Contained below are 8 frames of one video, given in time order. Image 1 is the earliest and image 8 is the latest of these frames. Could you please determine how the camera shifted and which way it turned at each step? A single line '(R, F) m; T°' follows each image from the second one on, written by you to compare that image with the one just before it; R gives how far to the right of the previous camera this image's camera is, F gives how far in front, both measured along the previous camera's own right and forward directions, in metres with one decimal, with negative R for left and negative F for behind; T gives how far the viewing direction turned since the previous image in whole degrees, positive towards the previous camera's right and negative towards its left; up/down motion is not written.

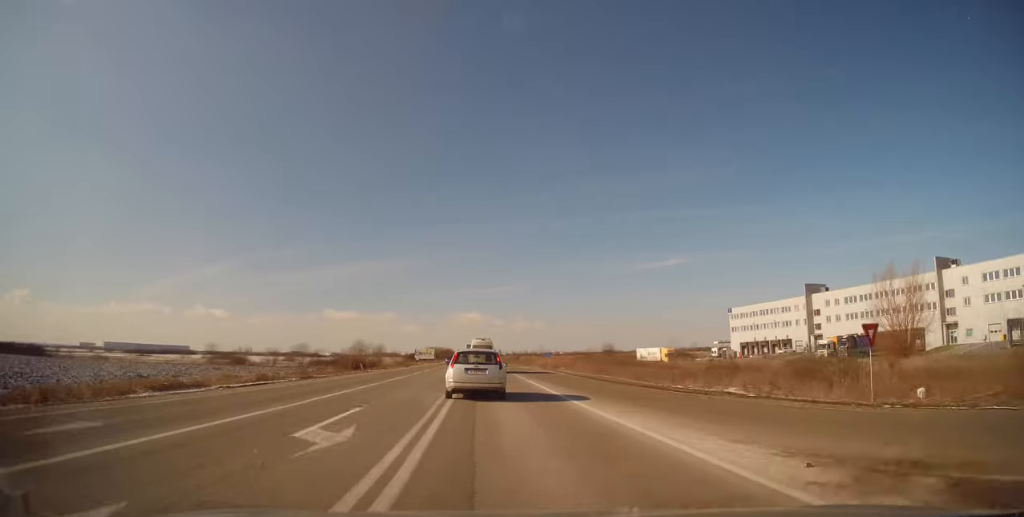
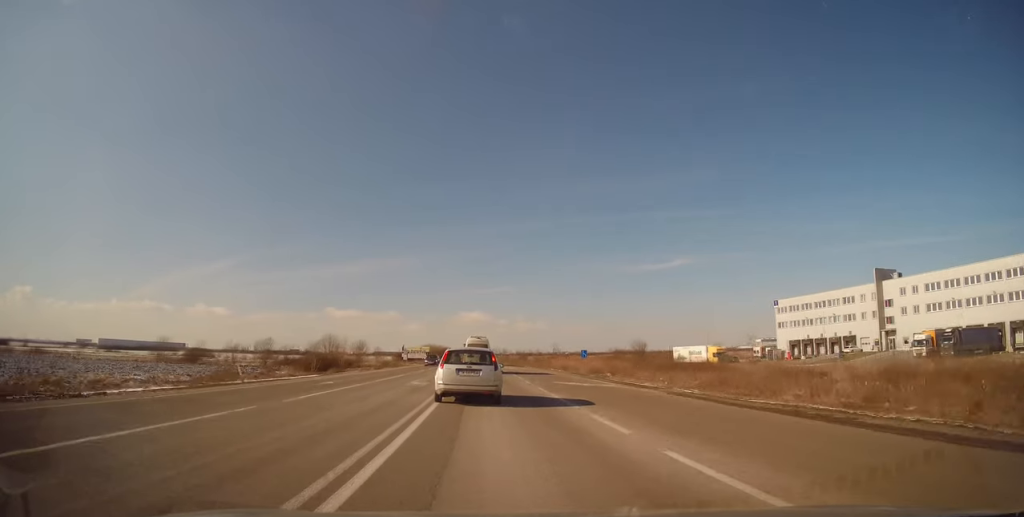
(0.0, +24.7) m; -1°
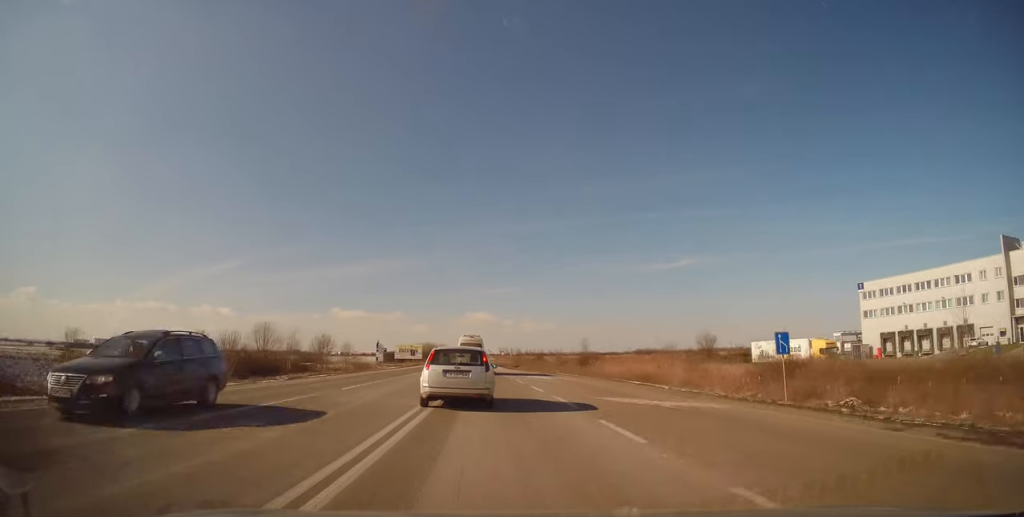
(-0.1, +30.7) m; 0°
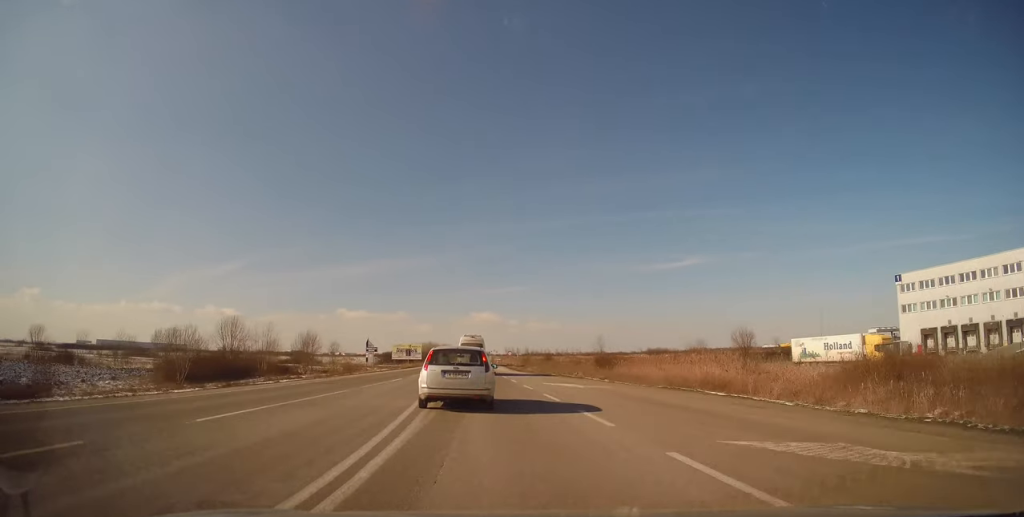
(+0.2, +9.8) m; 0°
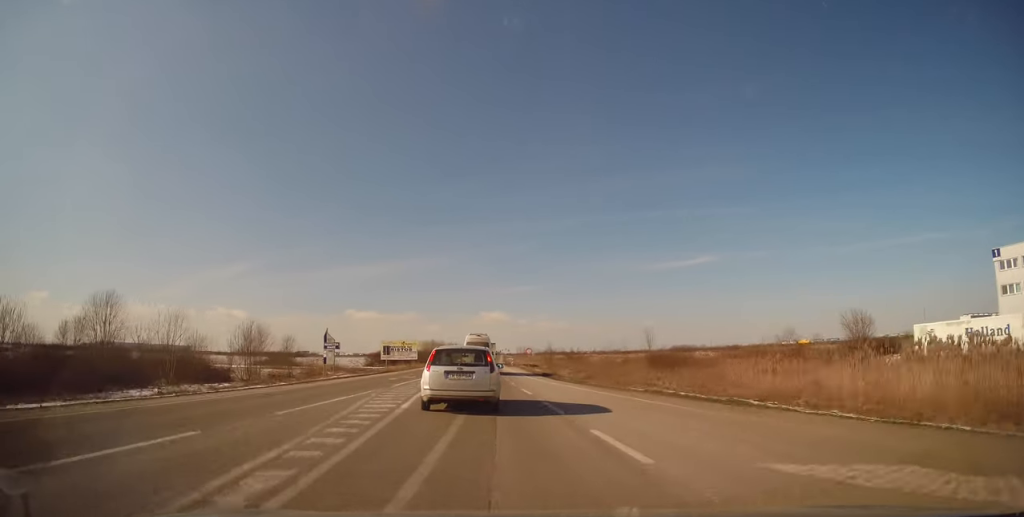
(-0.3, +21.4) m; -2°
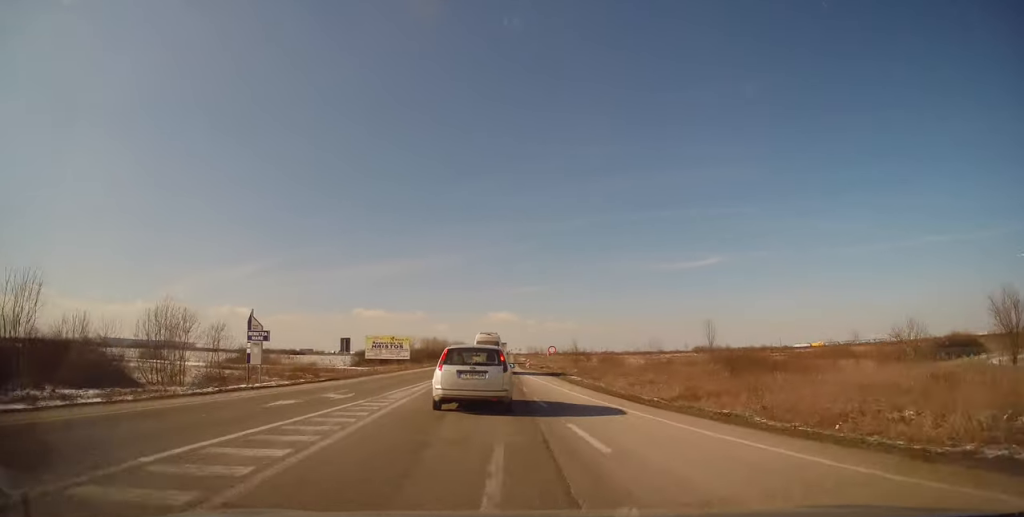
(-0.2, +16.9) m; -1°
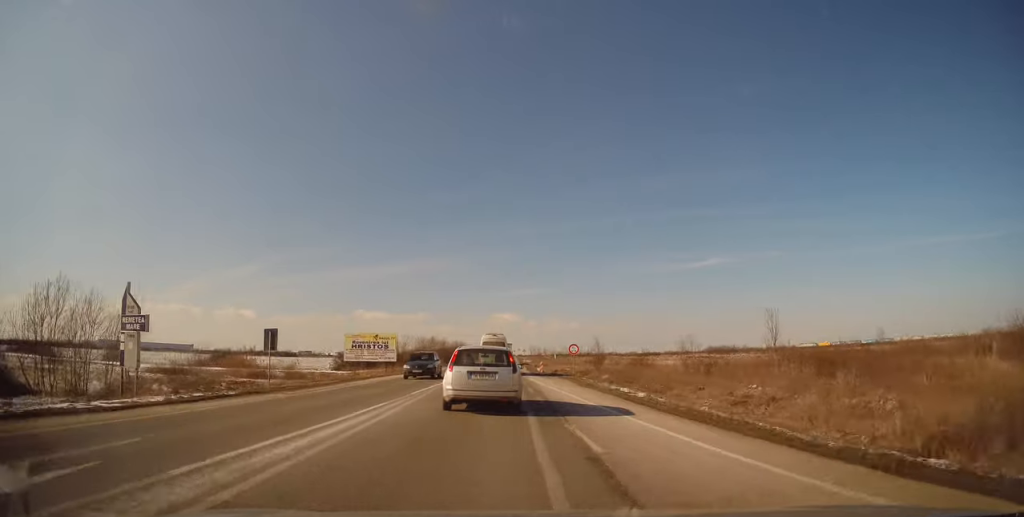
(-0.1, +12.0) m; -1°
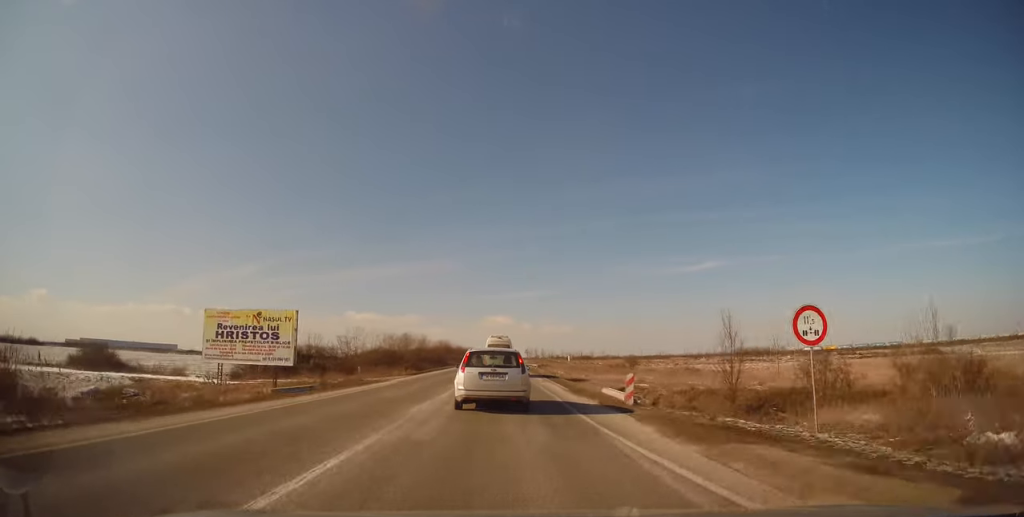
(-0.6, +30.9) m; 0°
